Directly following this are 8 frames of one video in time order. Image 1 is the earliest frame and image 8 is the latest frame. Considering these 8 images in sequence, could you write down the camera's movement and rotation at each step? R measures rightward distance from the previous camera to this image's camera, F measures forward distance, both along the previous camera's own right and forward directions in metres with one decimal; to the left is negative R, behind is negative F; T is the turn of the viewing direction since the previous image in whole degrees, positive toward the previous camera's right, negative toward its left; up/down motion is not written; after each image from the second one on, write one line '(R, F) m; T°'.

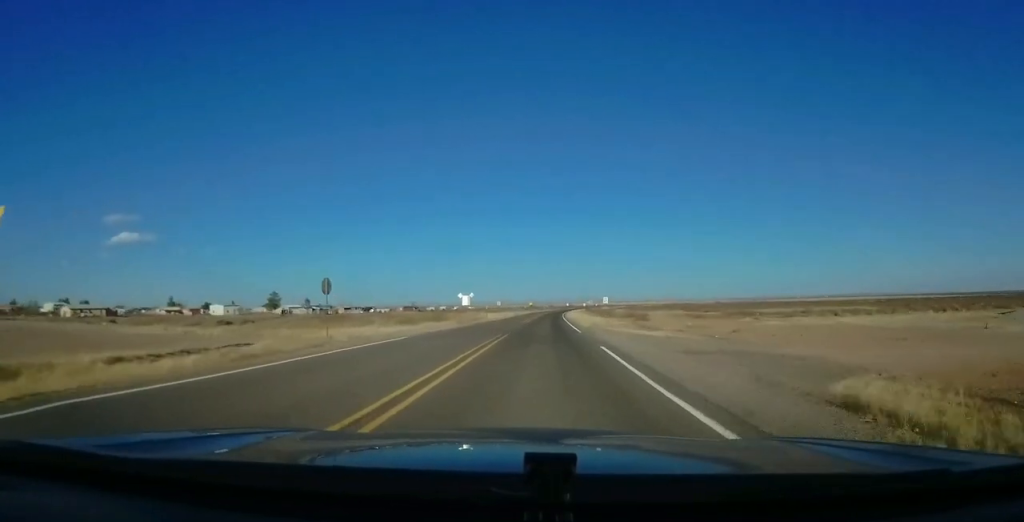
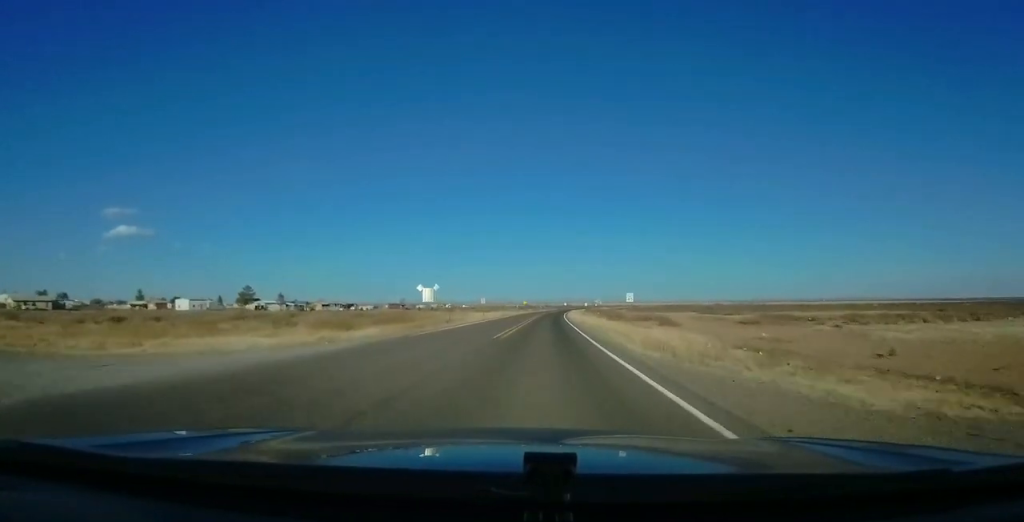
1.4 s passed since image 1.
(-0.1, +23.0) m; +1°
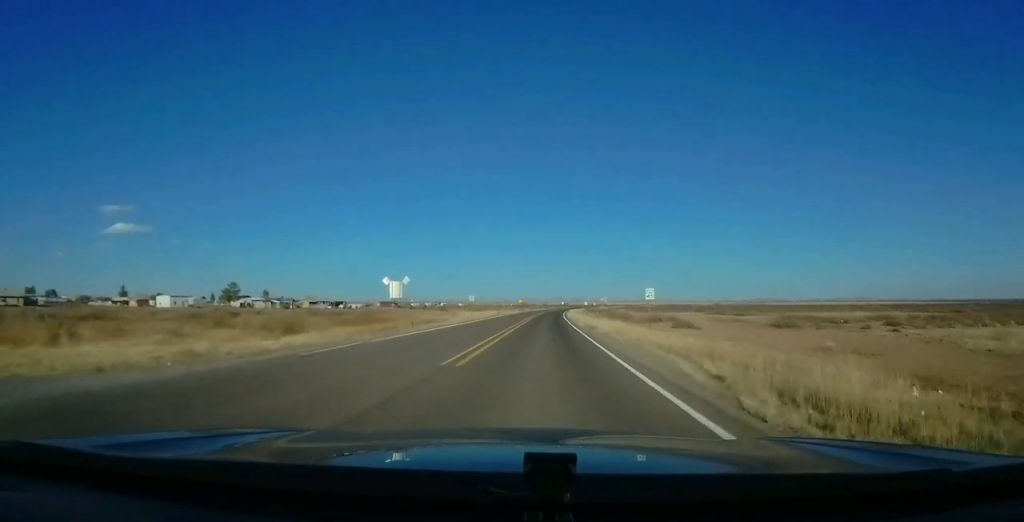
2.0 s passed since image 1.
(+0.2, +10.8) m; +1°
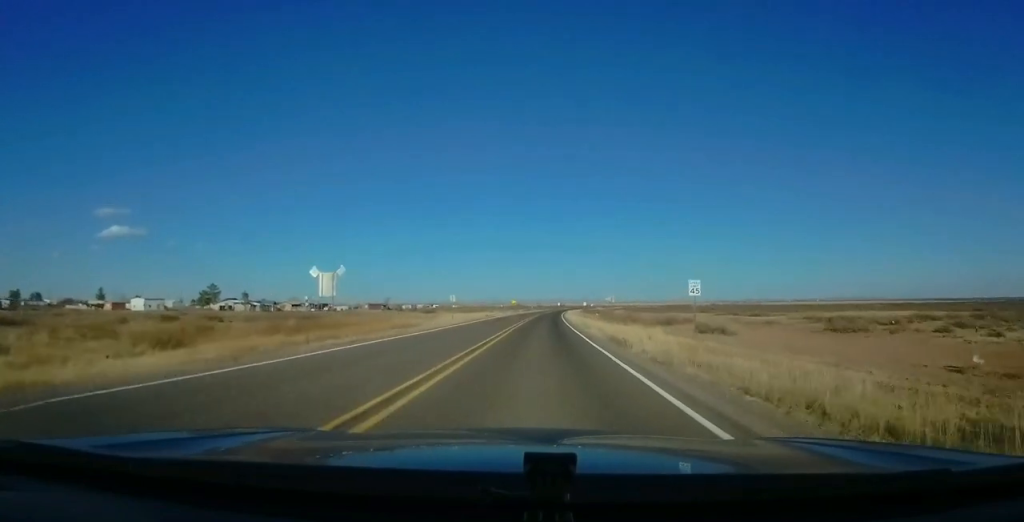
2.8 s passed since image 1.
(-0.1, +13.2) m; 0°
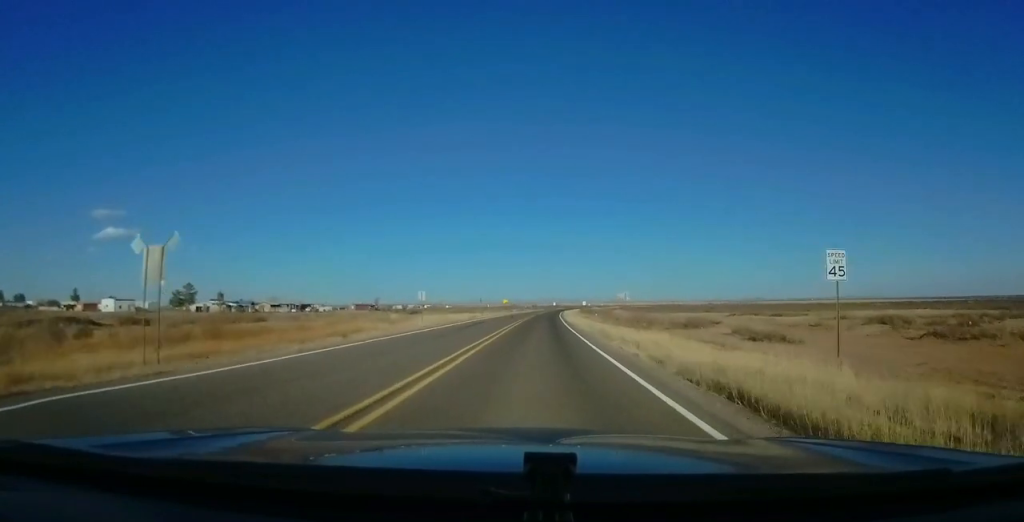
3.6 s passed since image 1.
(0.0, +14.3) m; 0°
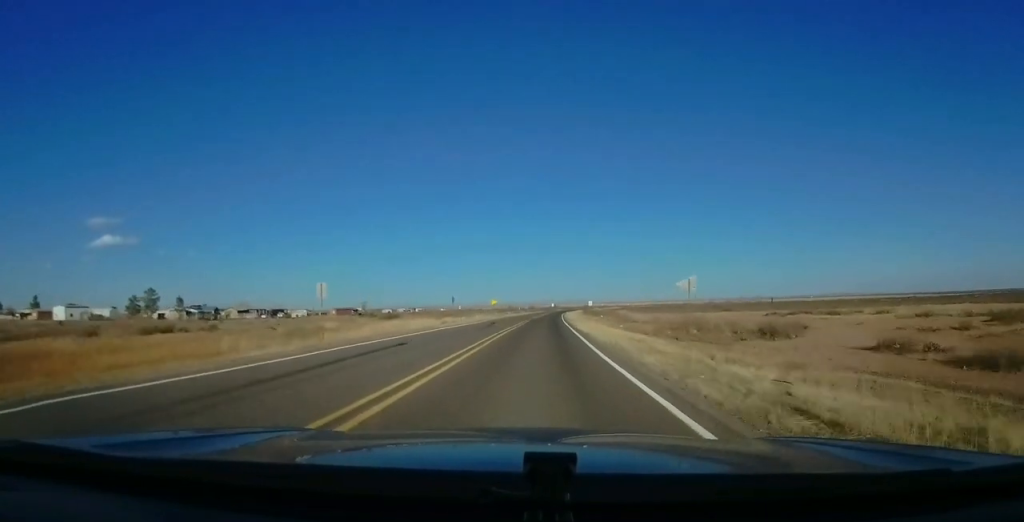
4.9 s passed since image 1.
(+0.1, +23.1) m; +1°
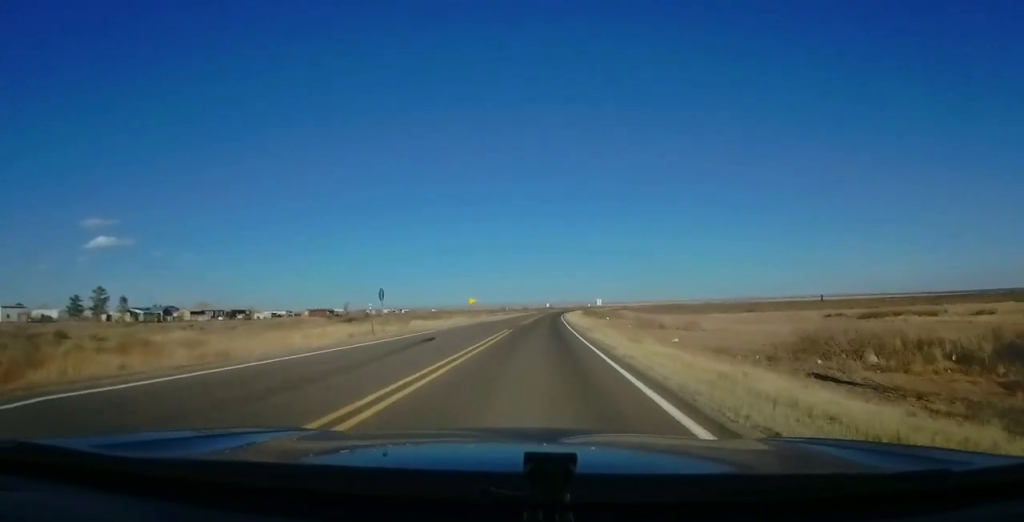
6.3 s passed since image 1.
(+0.1, +24.8) m; +1°
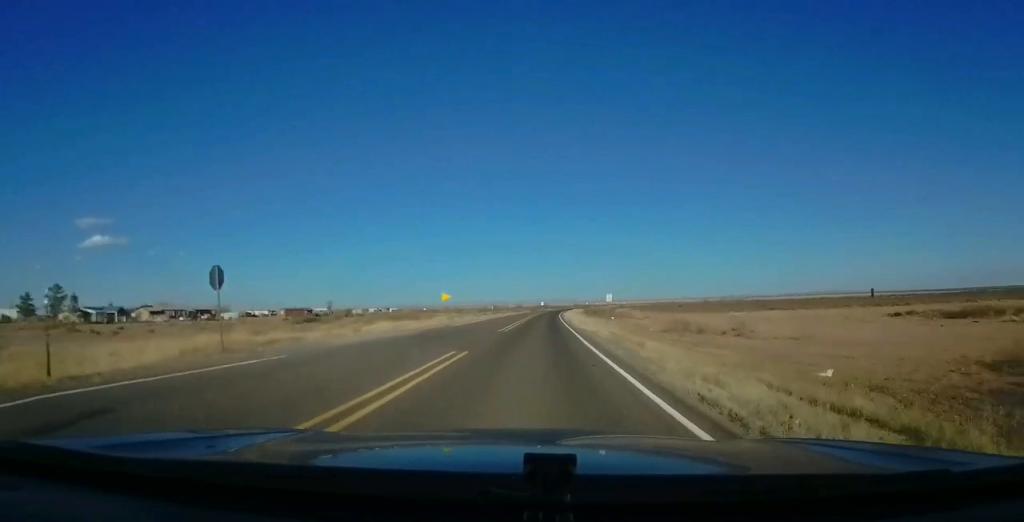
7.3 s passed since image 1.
(+0.1, +17.9) m; 0°
